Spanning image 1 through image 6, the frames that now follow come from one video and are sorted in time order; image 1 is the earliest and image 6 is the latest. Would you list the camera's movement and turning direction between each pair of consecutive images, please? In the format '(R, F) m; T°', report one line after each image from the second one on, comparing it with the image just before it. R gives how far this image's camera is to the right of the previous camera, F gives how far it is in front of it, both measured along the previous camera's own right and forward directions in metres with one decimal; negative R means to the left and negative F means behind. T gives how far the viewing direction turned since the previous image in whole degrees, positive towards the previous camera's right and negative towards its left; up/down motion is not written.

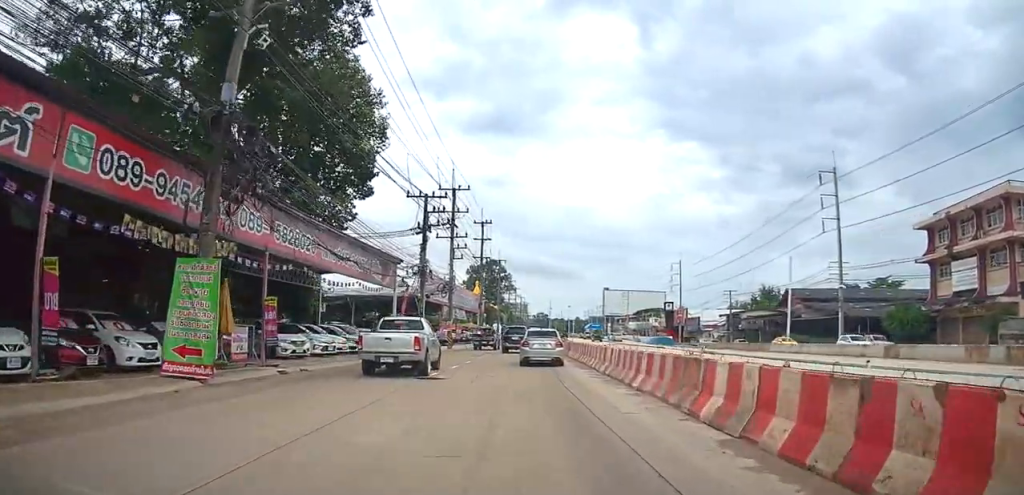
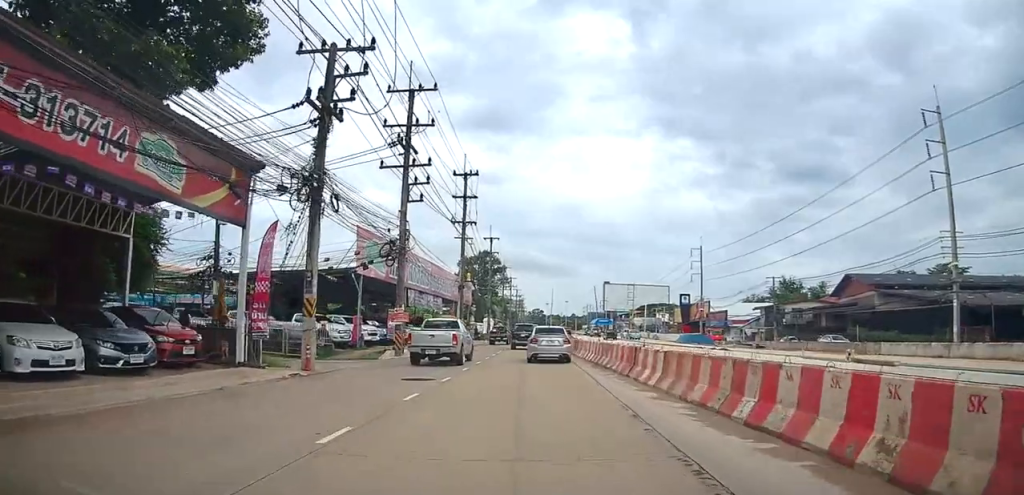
(+1.4, +18.8) m; +4°
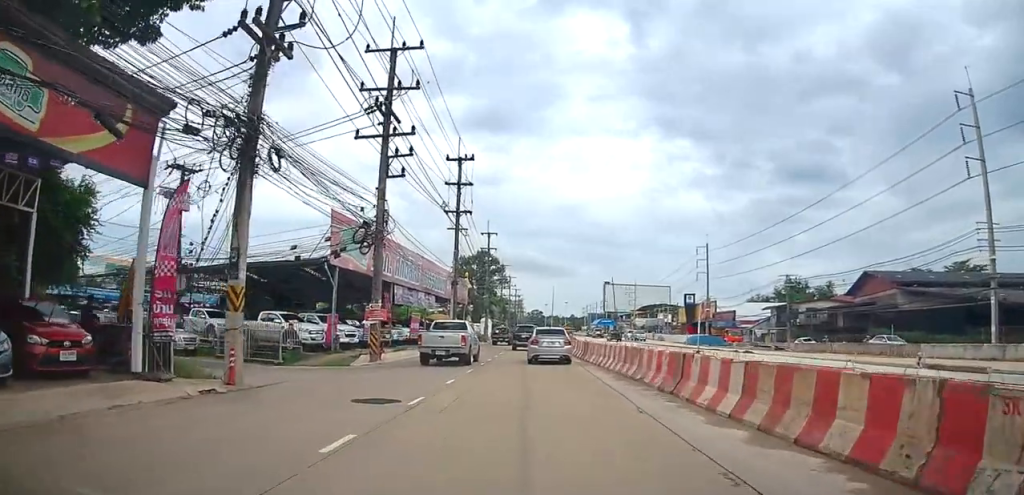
(0.0, +4.4) m; 0°
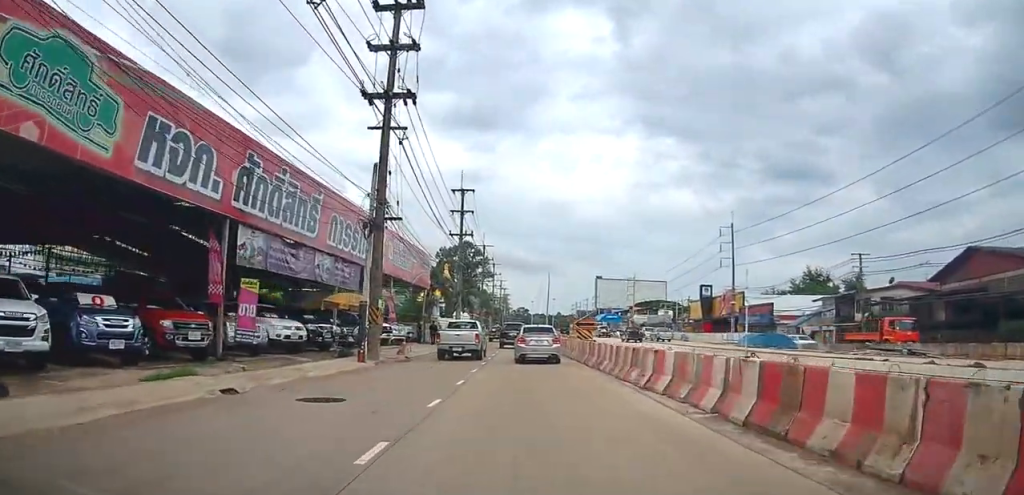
(+0.4, +20.0) m; +3°
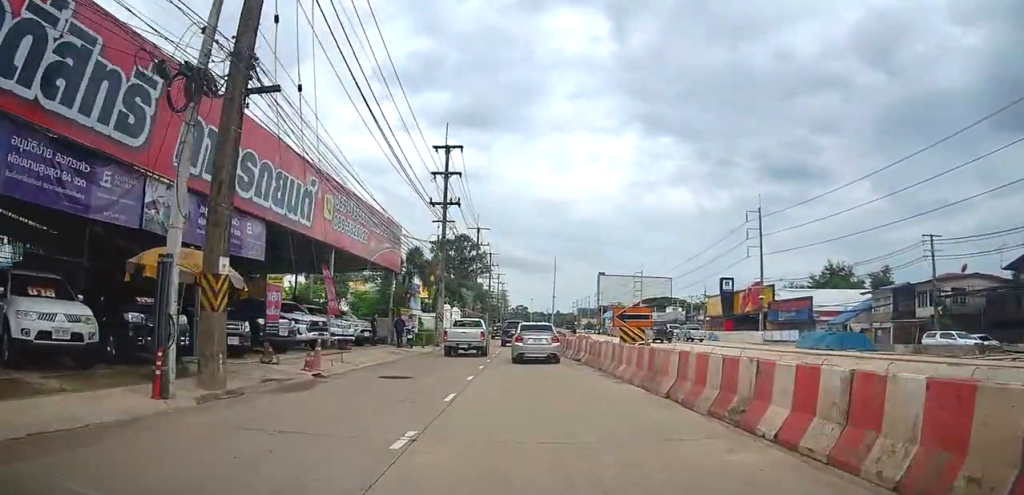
(+0.1, +11.3) m; 0°
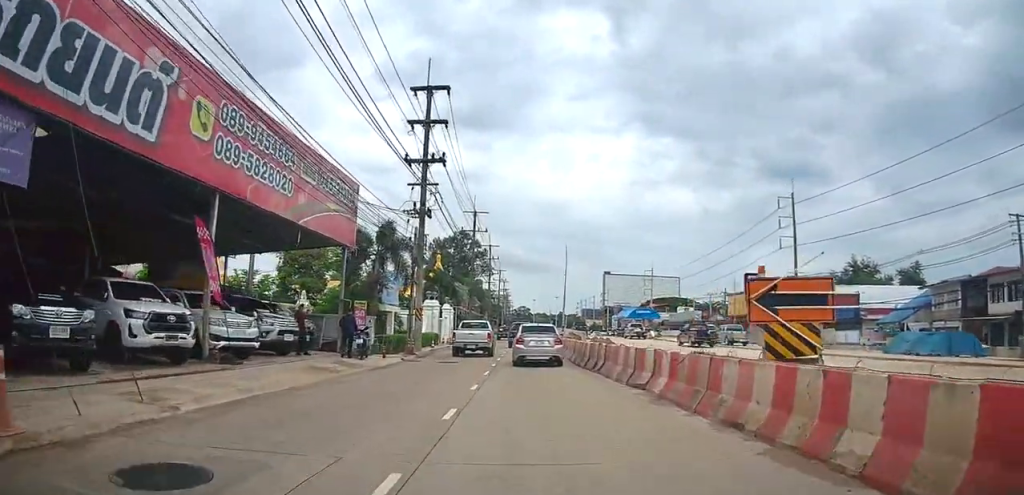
(-0.1, +9.7) m; 0°
